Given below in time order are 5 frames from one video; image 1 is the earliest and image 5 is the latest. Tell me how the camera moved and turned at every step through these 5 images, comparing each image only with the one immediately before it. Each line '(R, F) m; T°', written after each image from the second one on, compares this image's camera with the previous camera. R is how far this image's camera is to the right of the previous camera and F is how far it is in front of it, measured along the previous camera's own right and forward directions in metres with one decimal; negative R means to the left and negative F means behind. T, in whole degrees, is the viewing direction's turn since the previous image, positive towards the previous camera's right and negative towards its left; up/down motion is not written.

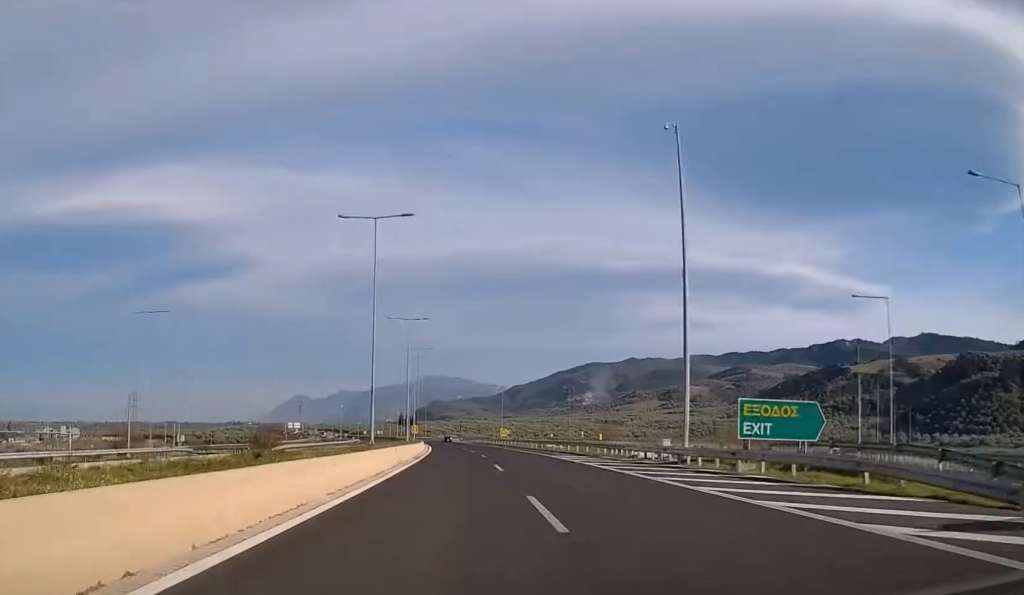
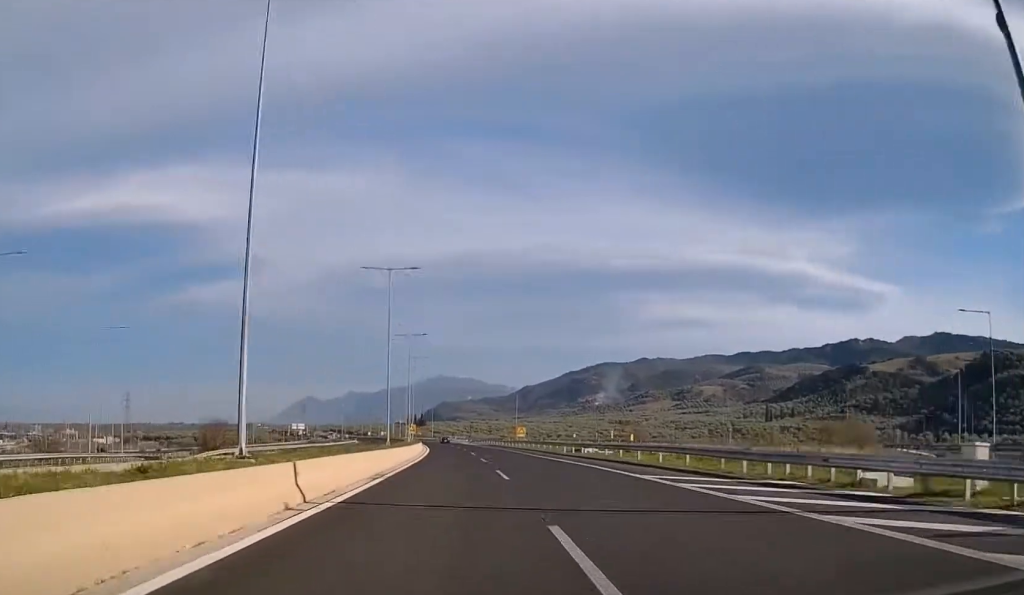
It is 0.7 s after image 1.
(-0.2, +20.1) m; -1°
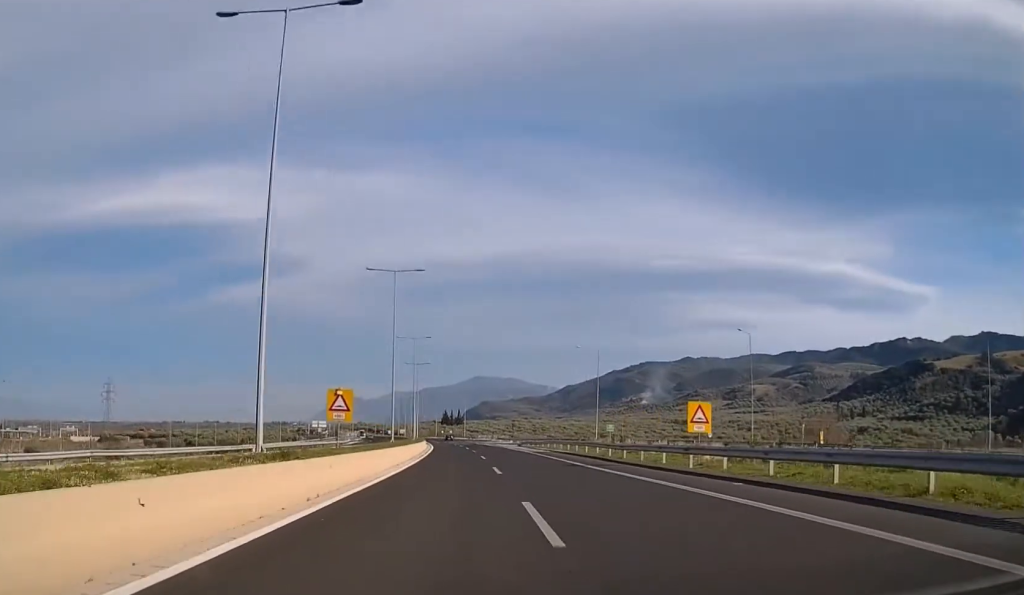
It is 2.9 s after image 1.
(-0.9, +55.9) m; -2°
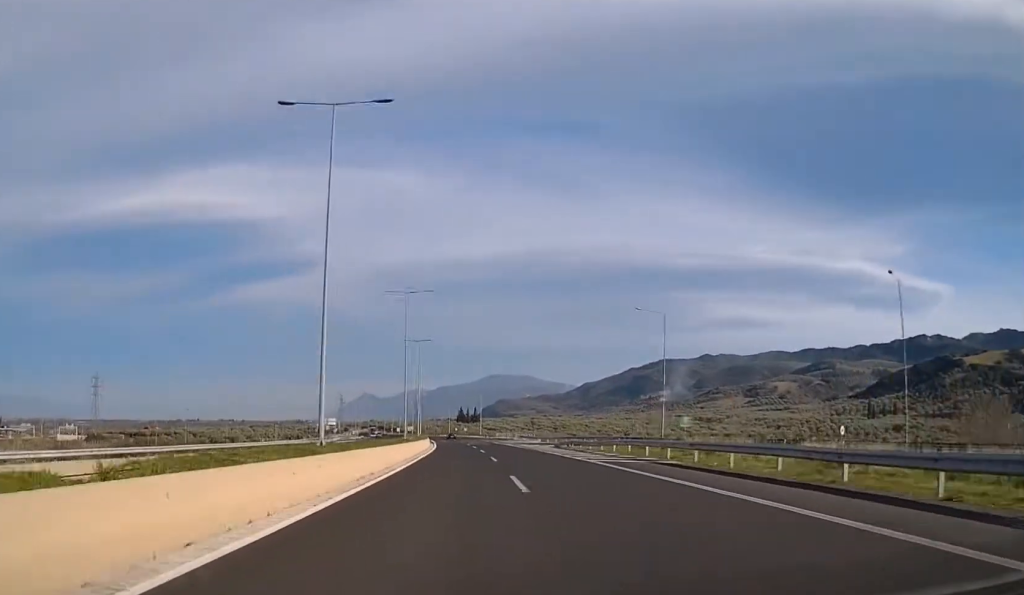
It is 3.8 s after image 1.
(-0.2, +24.8) m; -1°
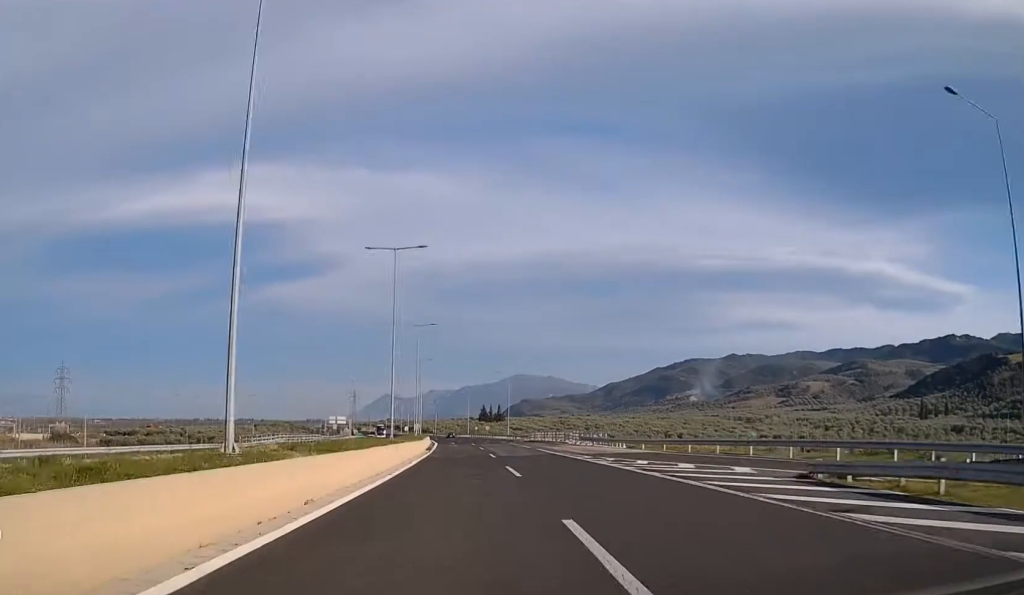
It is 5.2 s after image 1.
(-0.9, +45.0) m; -2°
